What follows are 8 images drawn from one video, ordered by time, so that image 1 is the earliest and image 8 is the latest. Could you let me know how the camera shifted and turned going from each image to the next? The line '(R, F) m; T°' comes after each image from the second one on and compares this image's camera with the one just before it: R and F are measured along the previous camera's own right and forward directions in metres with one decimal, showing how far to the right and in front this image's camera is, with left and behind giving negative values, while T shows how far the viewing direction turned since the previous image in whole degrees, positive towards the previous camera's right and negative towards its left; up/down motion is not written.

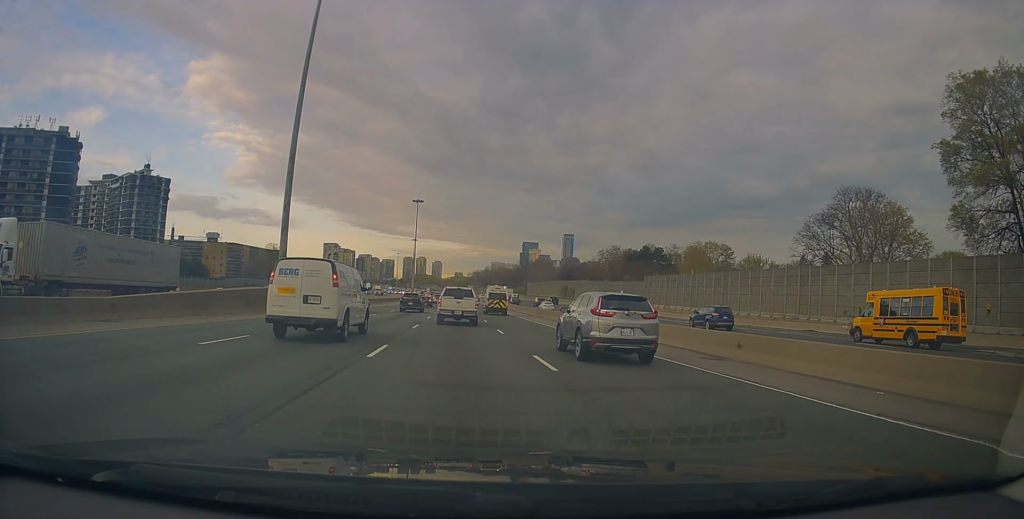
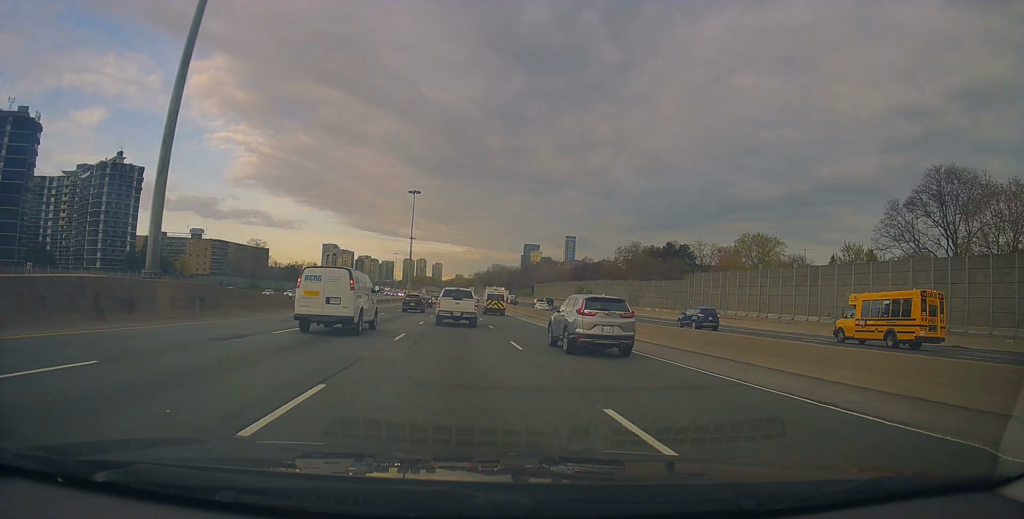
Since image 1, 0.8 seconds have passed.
(+0.1, +19.0) m; +1°
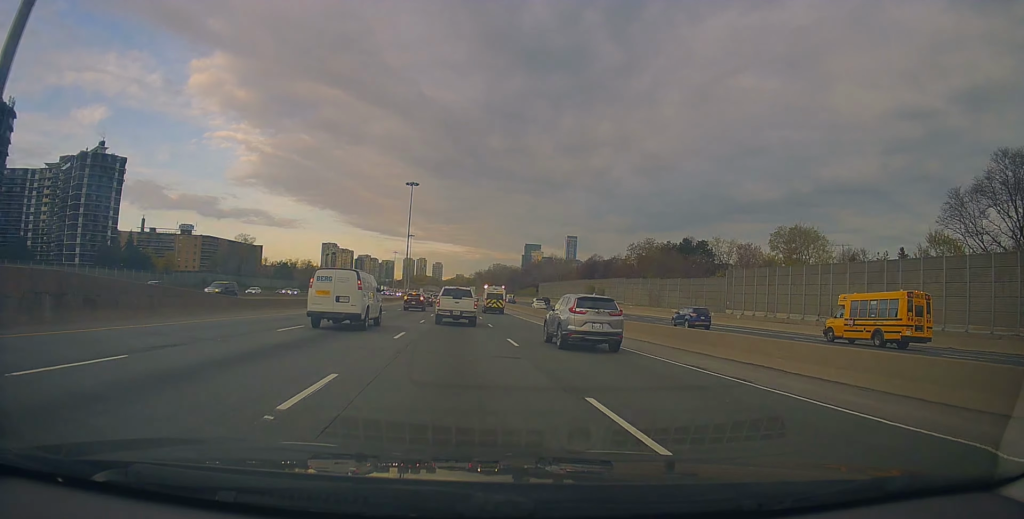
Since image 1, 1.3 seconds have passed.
(+0.2, +10.9) m; 0°
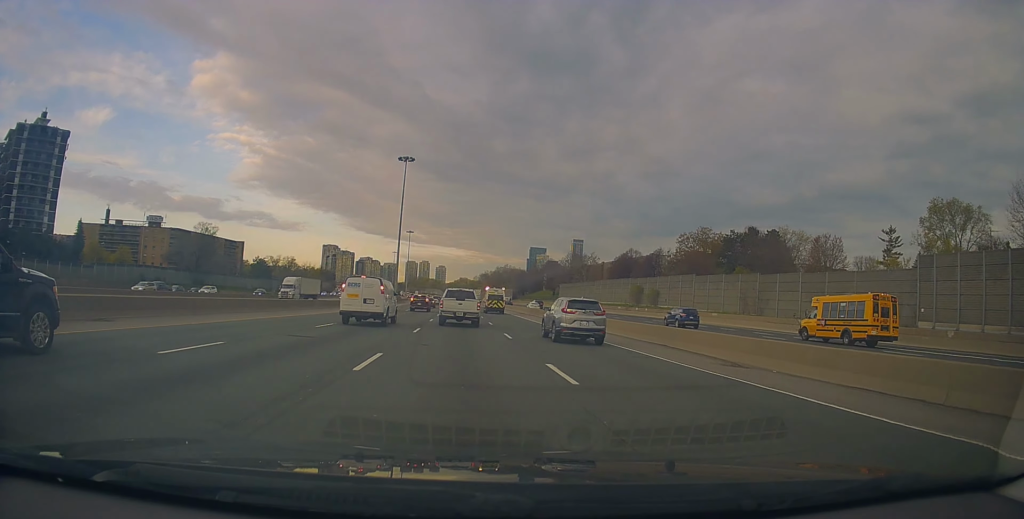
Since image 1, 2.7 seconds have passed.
(-0.6, +32.0) m; -2°
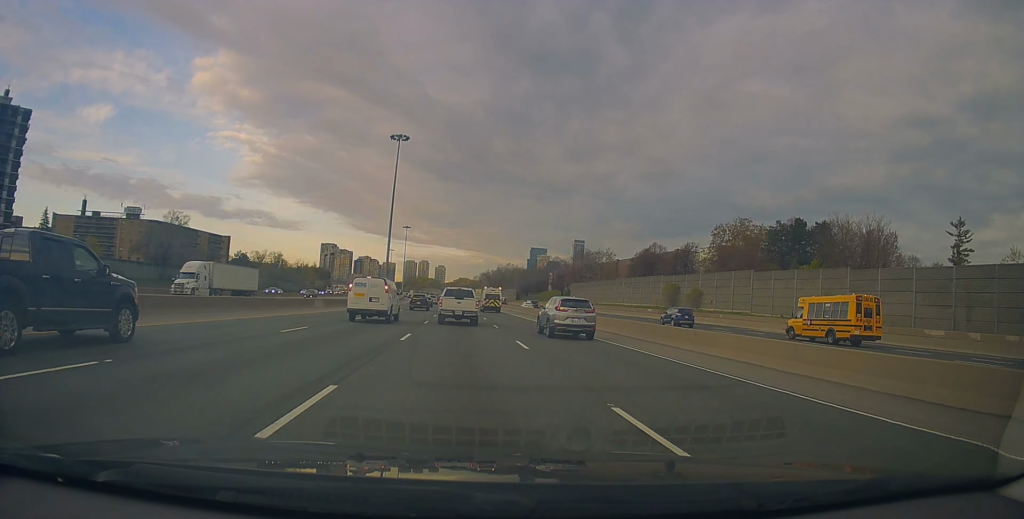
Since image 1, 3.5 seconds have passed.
(-0.1, +16.6) m; 0°
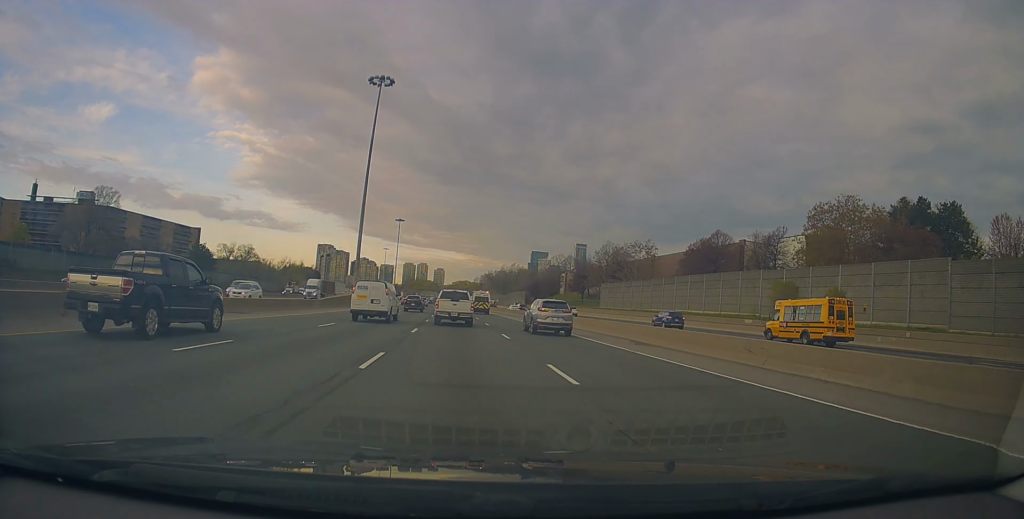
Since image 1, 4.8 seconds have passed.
(+0.3, +30.6) m; +1°
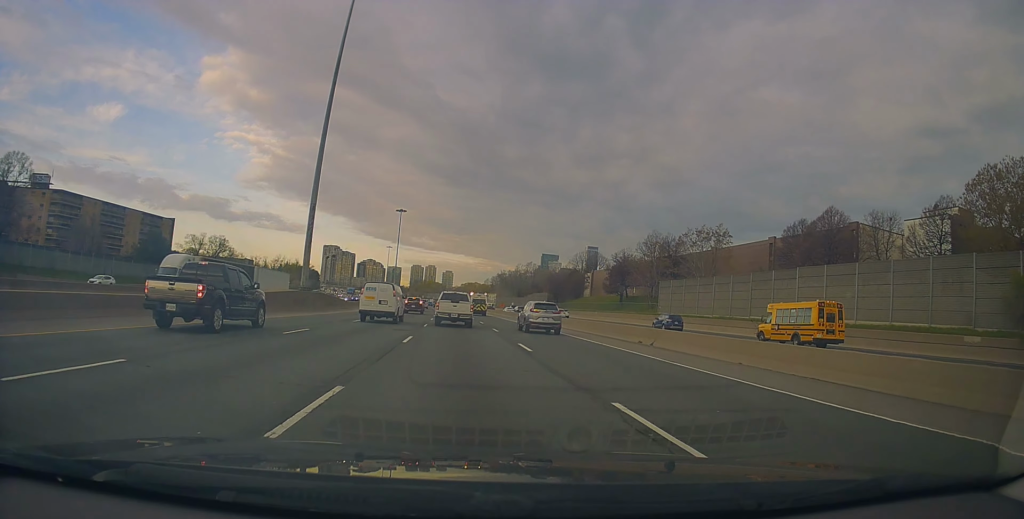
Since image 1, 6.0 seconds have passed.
(-0.1, +28.2) m; 0°
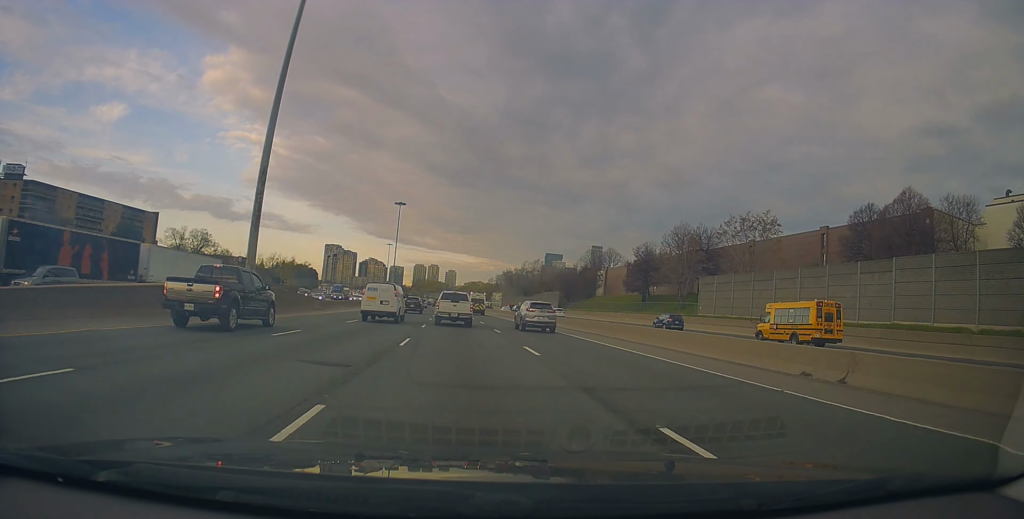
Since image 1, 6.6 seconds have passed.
(-0.1, +13.2) m; 0°
